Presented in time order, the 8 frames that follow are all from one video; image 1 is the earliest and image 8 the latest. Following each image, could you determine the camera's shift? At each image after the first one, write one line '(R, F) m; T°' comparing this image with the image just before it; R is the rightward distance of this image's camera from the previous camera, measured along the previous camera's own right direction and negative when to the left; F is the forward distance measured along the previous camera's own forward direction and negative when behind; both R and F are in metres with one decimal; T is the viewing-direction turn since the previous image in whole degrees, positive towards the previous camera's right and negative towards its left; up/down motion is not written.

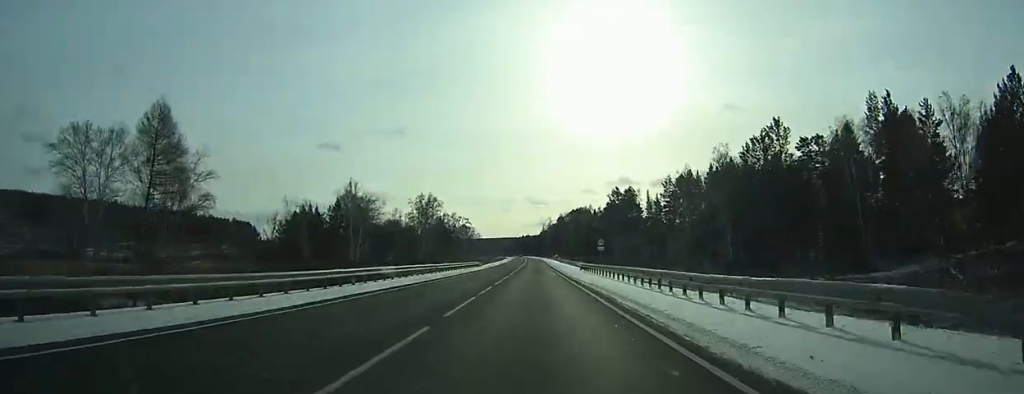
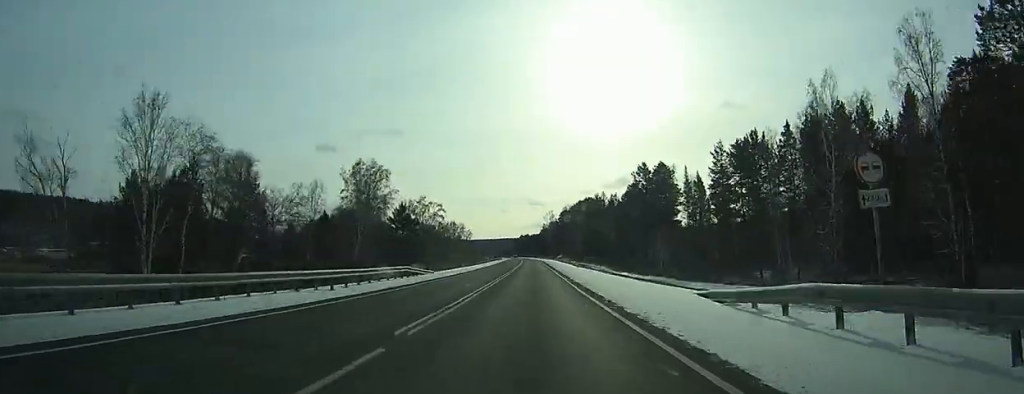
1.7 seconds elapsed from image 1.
(+0.1, +52.7) m; 0°
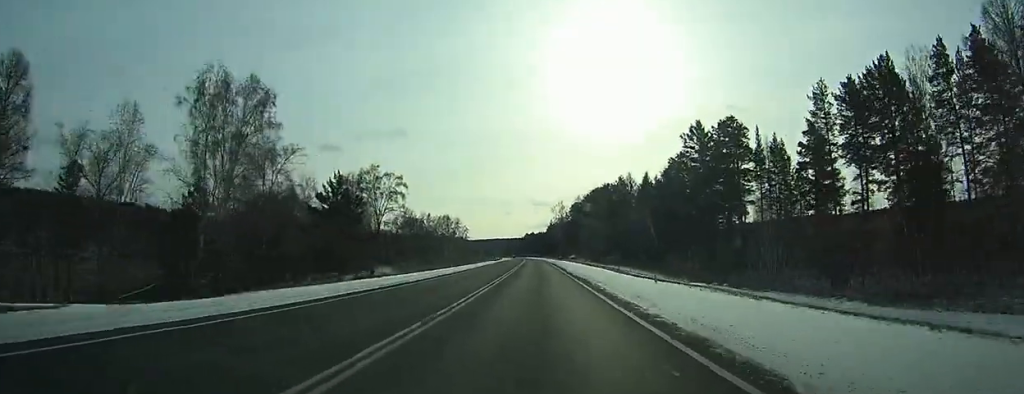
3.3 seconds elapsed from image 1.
(0.0, +48.6) m; +1°
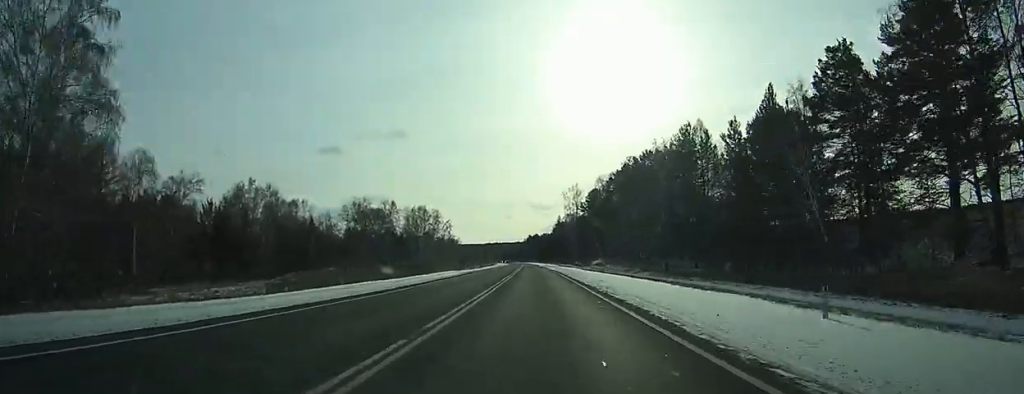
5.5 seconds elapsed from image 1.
(+2.7, +71.0) m; +2°
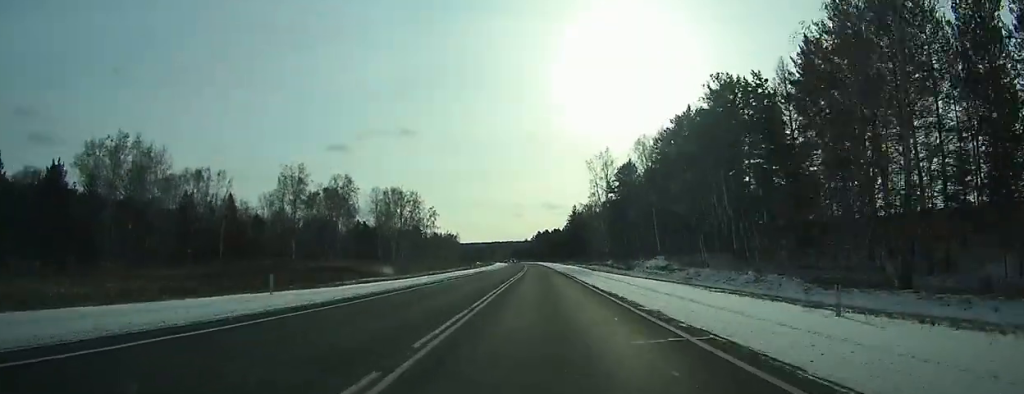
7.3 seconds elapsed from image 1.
(+1.1, +53.8) m; -5°
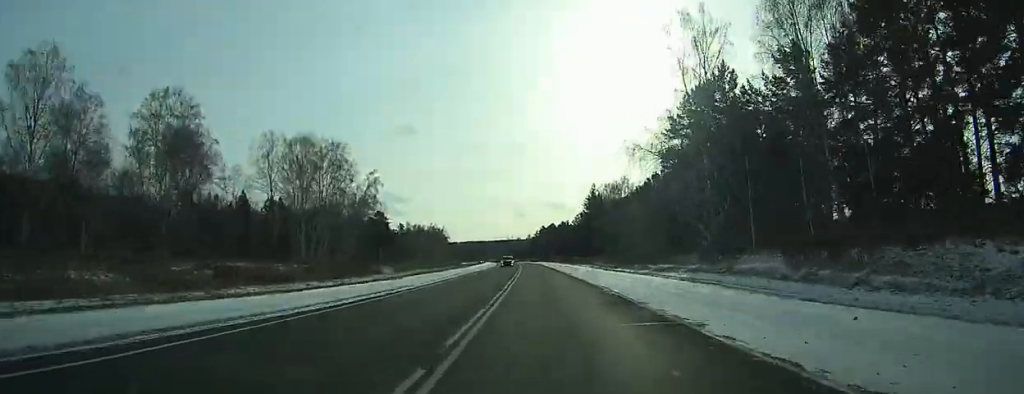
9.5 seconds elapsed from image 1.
(-7.0, +71.8) m; 0°
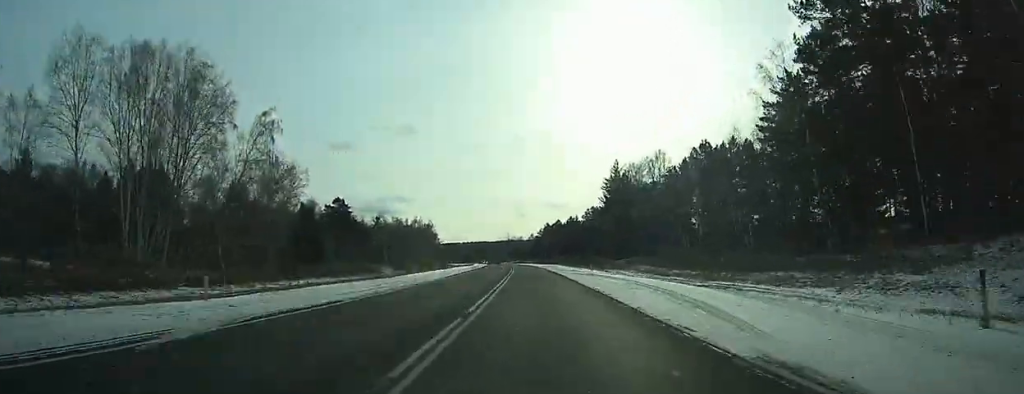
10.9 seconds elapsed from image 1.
(+4.1, +50.9) m; +6°
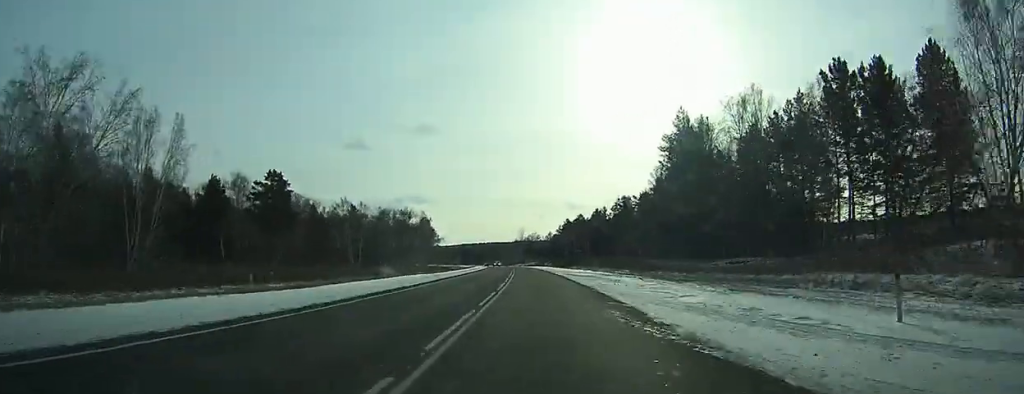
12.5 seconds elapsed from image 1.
(+1.2, +59.3) m; 0°
